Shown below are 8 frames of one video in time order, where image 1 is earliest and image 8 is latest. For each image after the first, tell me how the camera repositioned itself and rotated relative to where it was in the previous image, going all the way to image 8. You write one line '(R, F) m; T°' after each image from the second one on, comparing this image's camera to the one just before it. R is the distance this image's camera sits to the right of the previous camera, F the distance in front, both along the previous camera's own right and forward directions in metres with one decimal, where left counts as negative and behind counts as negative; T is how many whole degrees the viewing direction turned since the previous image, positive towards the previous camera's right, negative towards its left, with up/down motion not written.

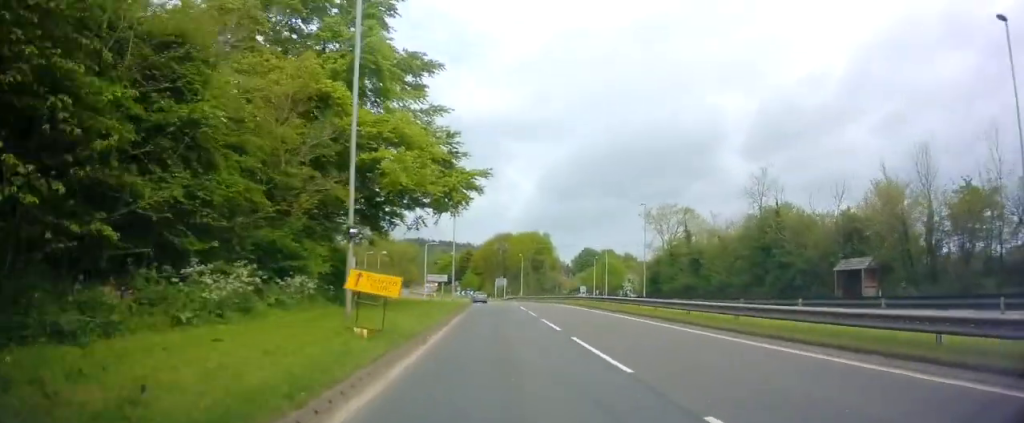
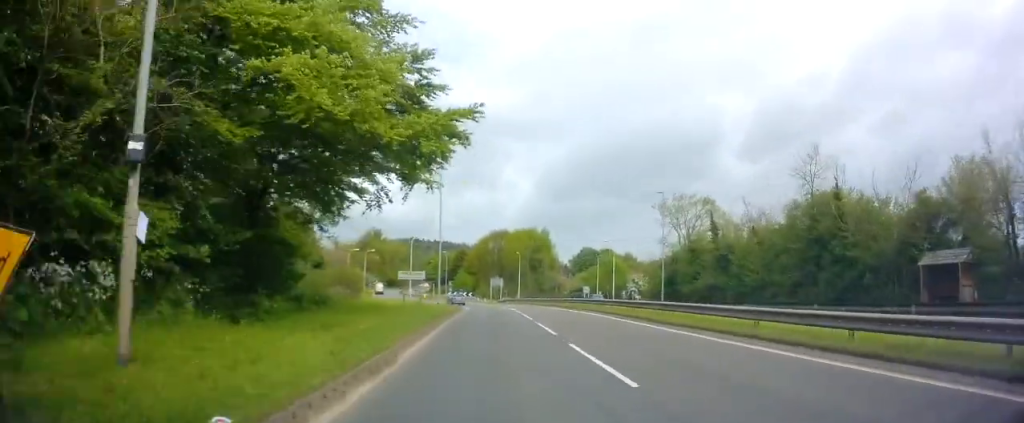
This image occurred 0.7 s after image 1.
(-0.1, +9.8) m; +1°
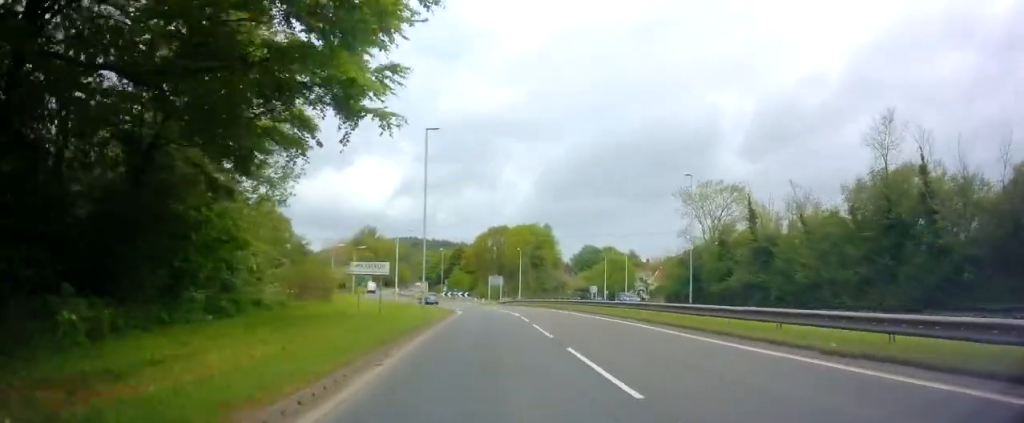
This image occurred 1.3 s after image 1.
(+0.2, +9.5) m; +1°
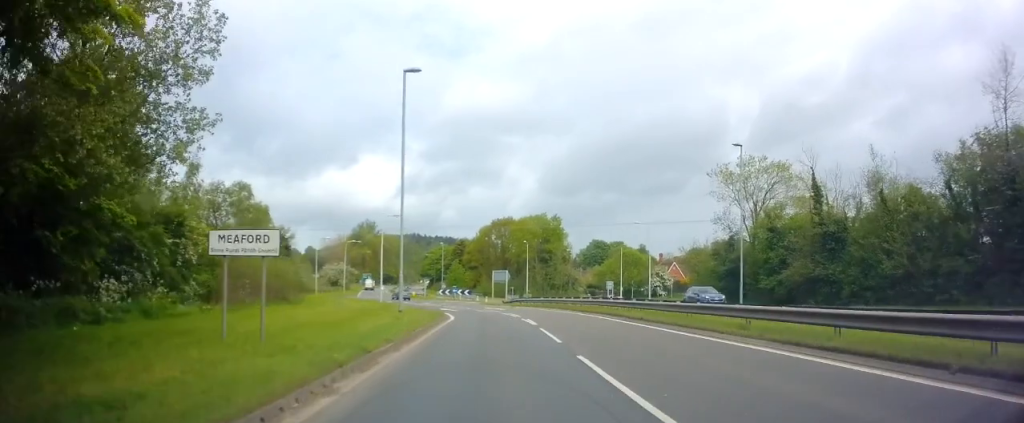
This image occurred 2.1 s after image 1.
(+0.1, +10.6) m; 0°
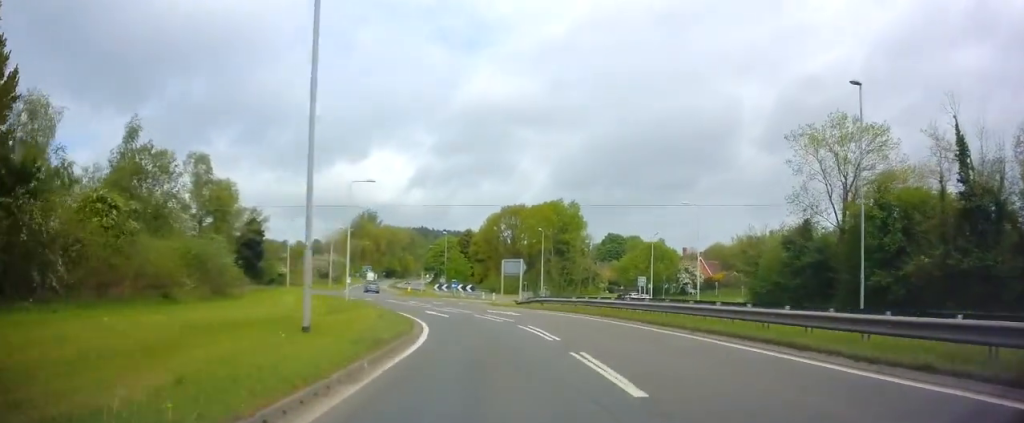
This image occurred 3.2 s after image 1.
(-0.2, +14.9) m; -2°
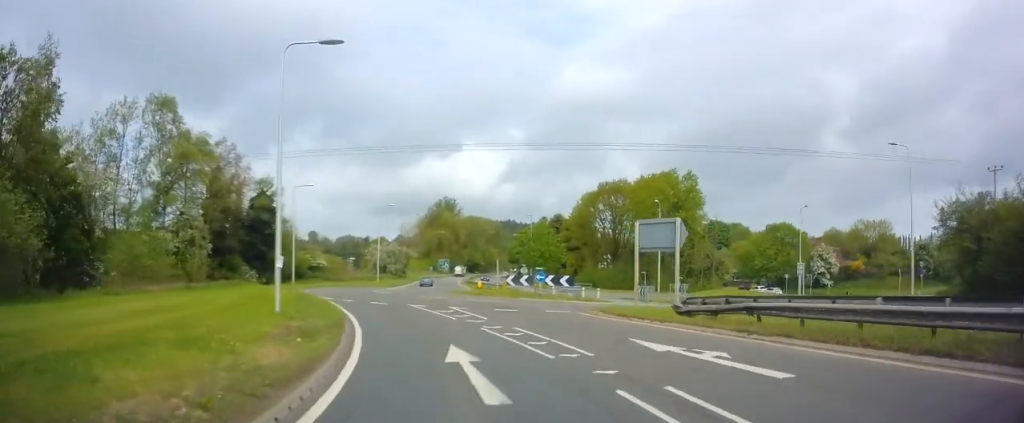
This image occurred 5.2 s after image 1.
(-1.1, +22.4) m; -8°
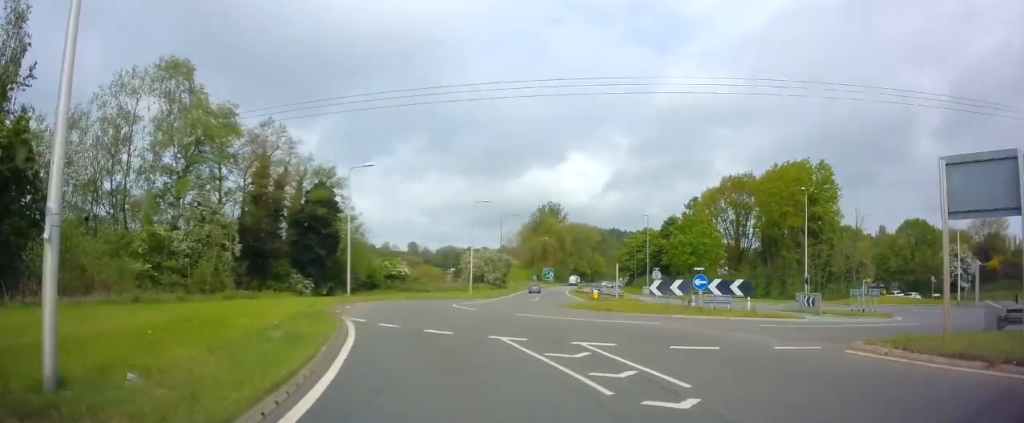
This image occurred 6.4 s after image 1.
(-1.0, +11.8) m; -10°
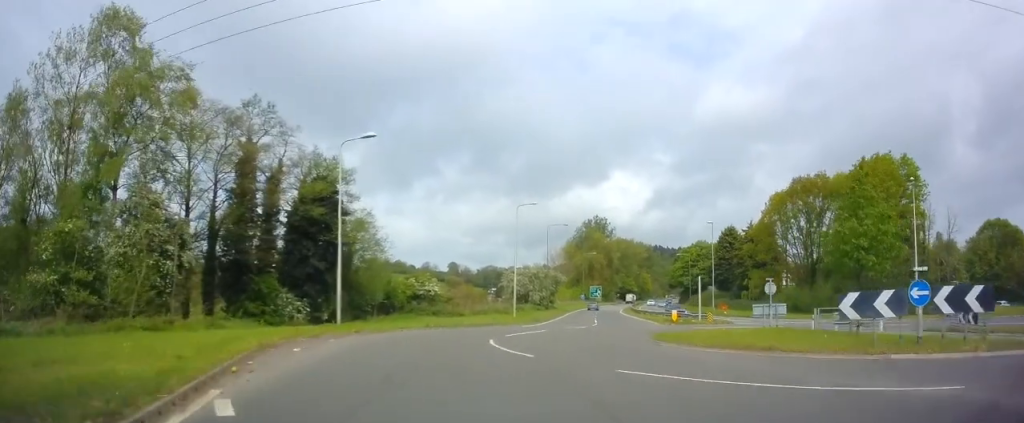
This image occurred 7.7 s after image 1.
(-0.6, +11.3) m; -4°
